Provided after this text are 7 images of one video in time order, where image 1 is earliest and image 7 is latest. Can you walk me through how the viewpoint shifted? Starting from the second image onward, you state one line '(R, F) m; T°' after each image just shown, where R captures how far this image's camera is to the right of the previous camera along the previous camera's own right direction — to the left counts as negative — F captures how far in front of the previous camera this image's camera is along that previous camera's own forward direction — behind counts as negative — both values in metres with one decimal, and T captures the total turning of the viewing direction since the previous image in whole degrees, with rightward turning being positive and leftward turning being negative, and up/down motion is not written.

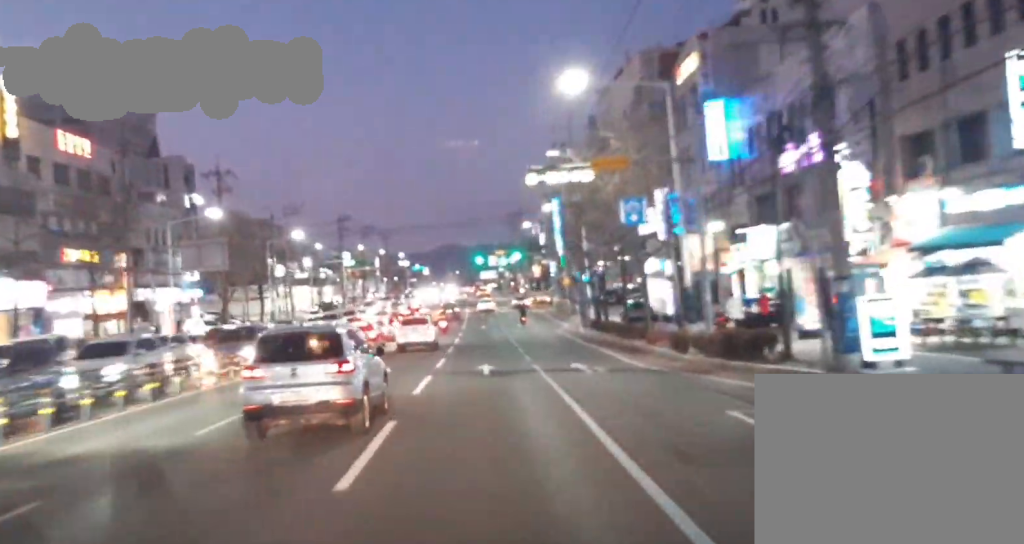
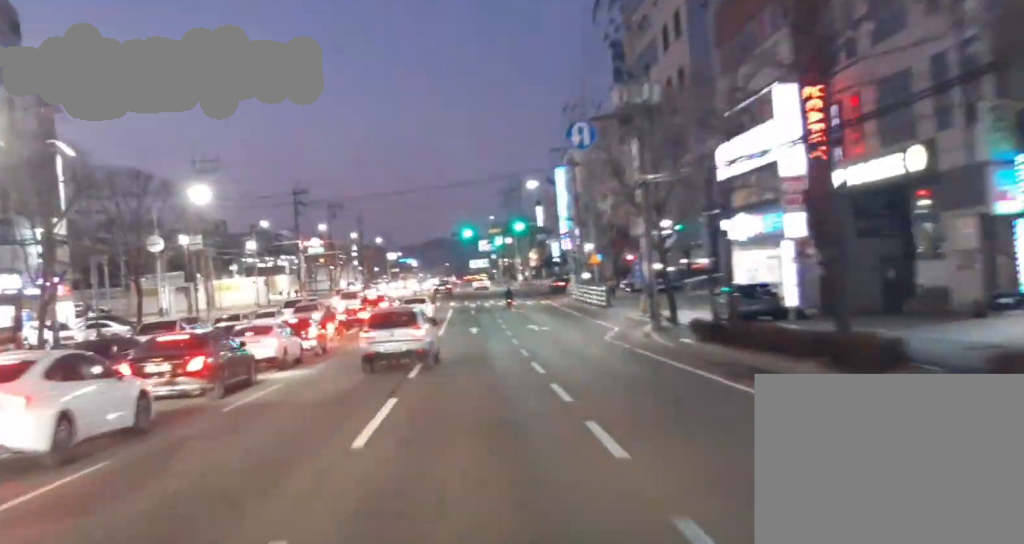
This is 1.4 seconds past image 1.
(0.0, +30.2) m; 0°
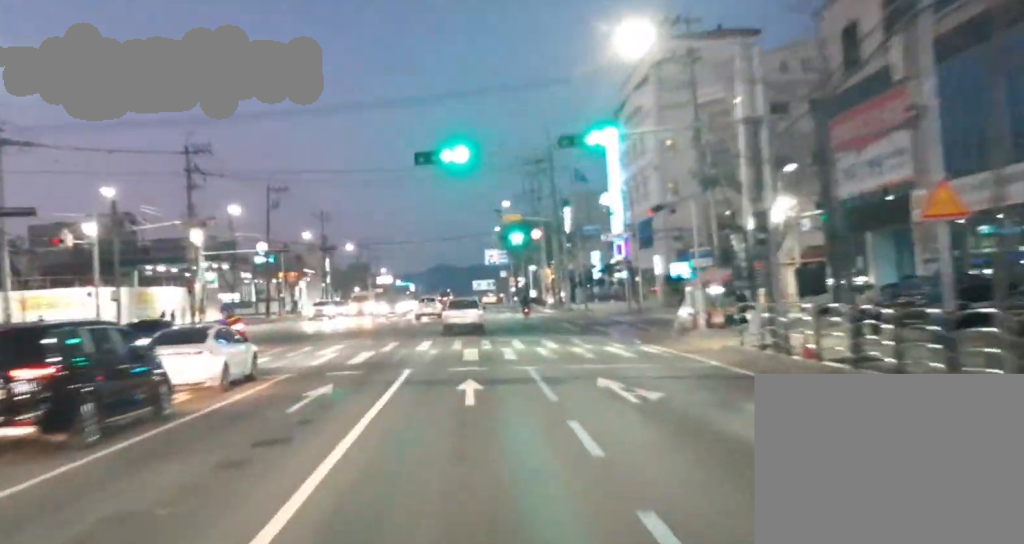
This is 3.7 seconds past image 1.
(0.0, +48.9) m; 0°
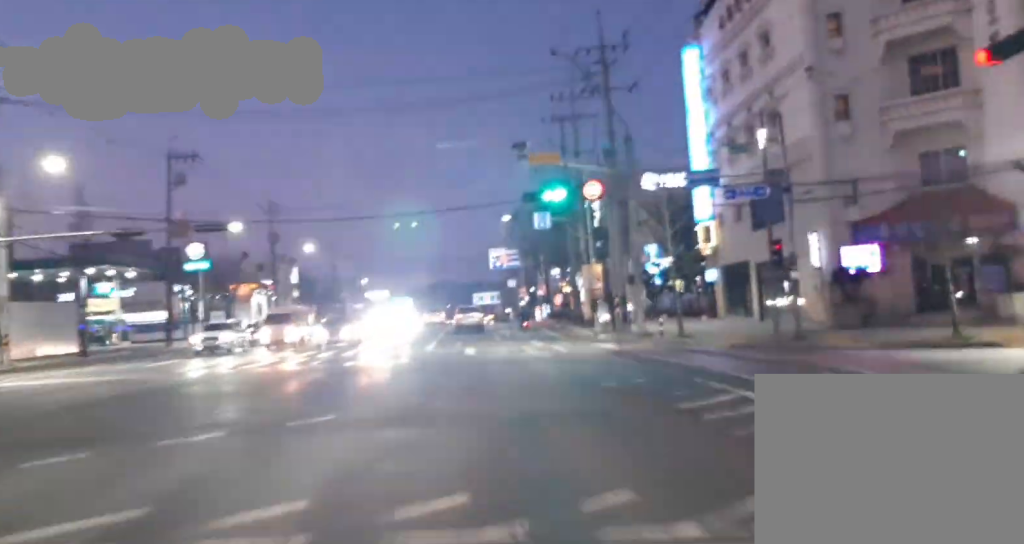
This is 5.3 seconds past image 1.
(+0.1, +33.9) m; 0°
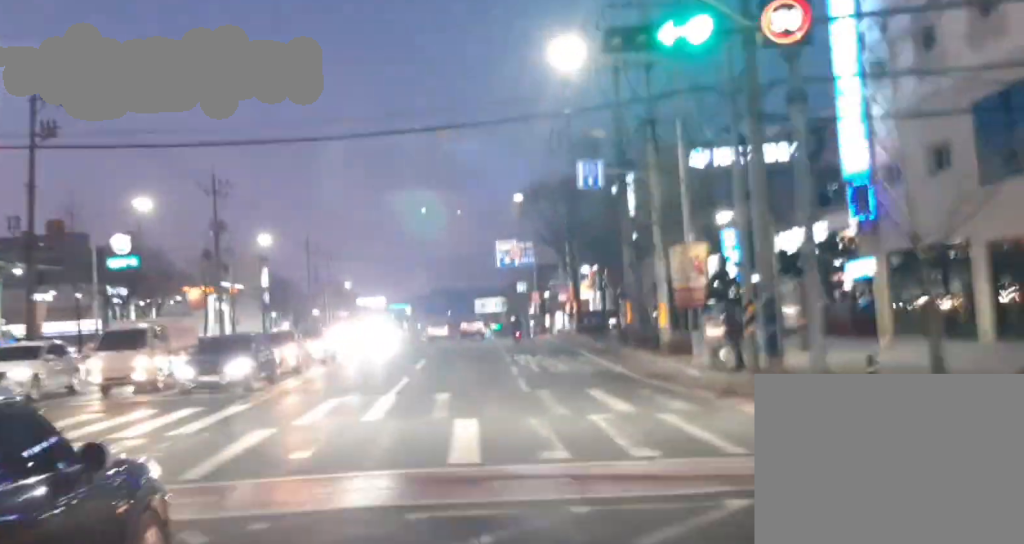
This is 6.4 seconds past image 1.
(0.0, +22.2) m; 0°
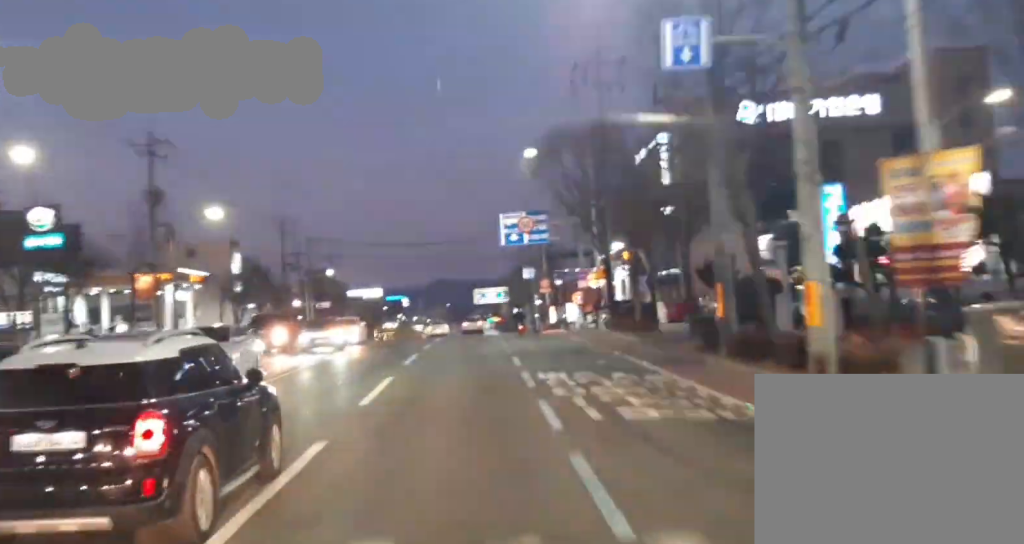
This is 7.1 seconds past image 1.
(0.0, +14.9) m; 0°
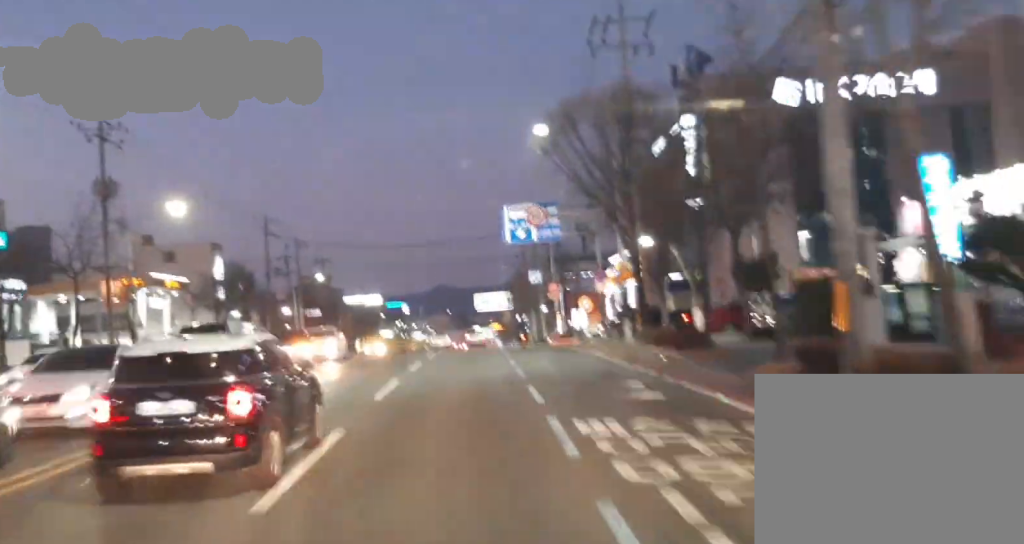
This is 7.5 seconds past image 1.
(0.0, +7.9) m; 0°
